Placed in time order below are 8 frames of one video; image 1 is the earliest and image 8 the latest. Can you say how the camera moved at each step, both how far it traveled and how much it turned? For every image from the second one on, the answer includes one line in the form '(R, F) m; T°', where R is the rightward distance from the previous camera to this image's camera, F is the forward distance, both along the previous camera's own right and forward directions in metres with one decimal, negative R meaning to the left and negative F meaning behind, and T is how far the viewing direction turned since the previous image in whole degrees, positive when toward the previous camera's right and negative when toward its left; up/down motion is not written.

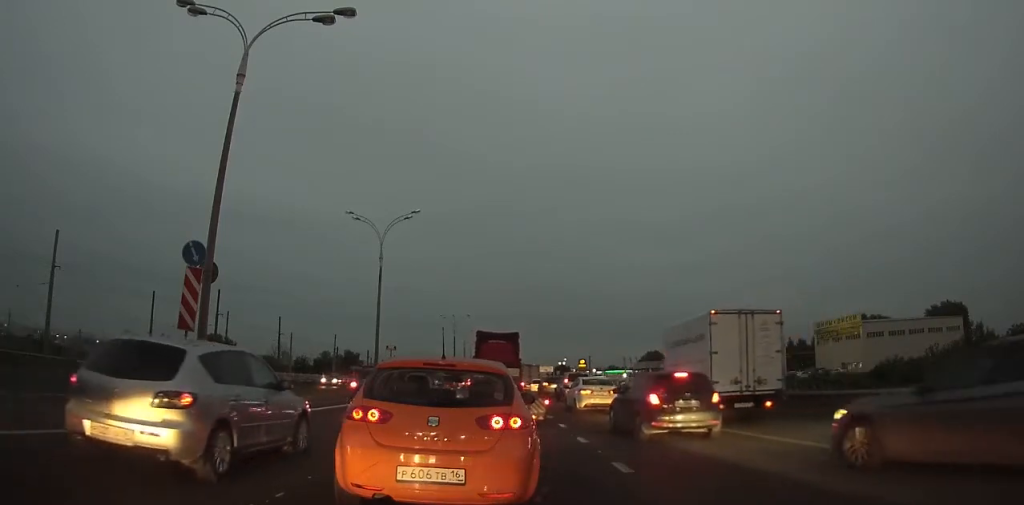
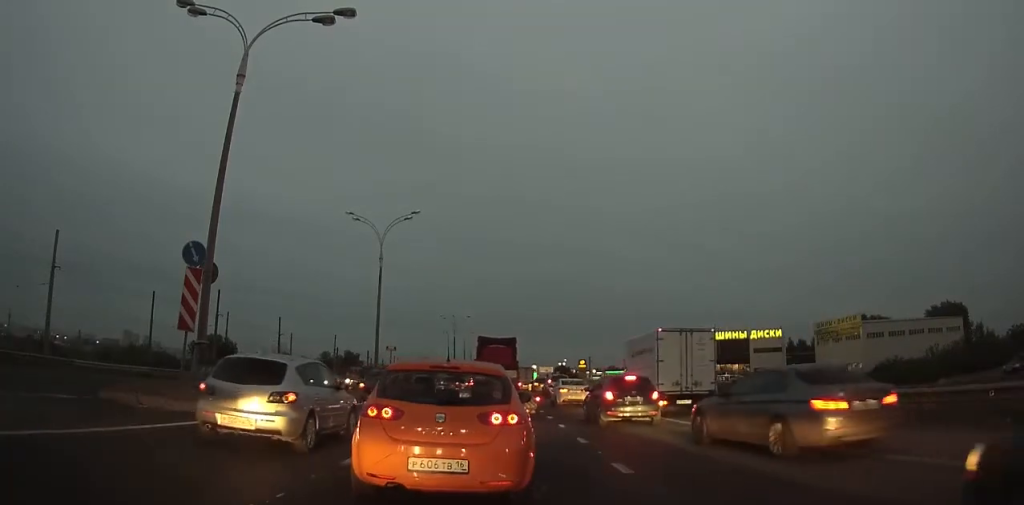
(0.0, +1.7) m; +1°
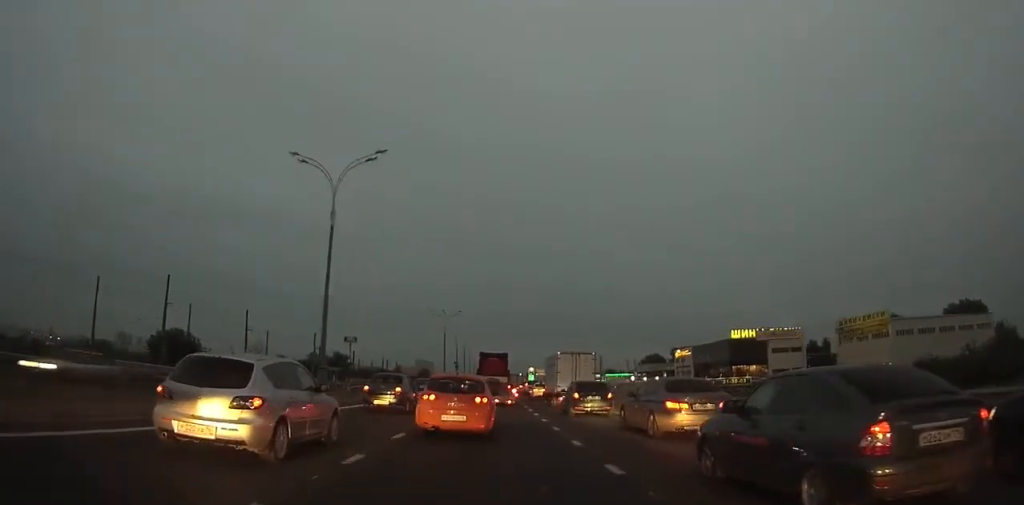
(+0.1, +11.1) m; +1°
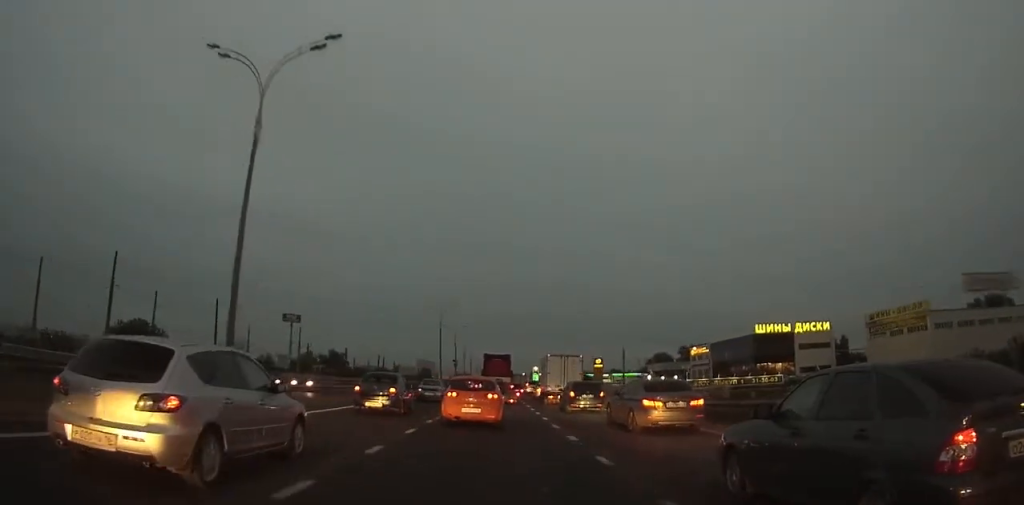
(0.0, +9.2) m; 0°
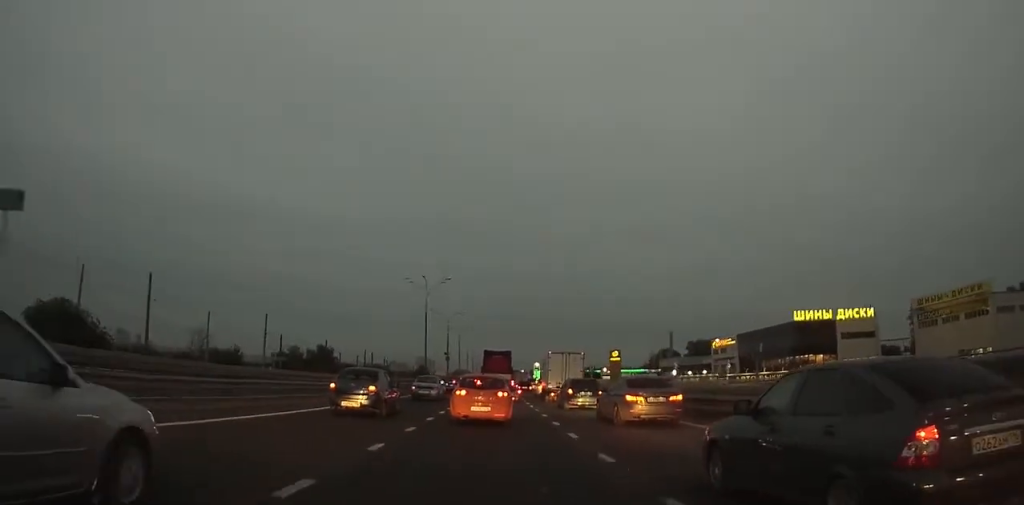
(0.0, +13.0) m; 0°
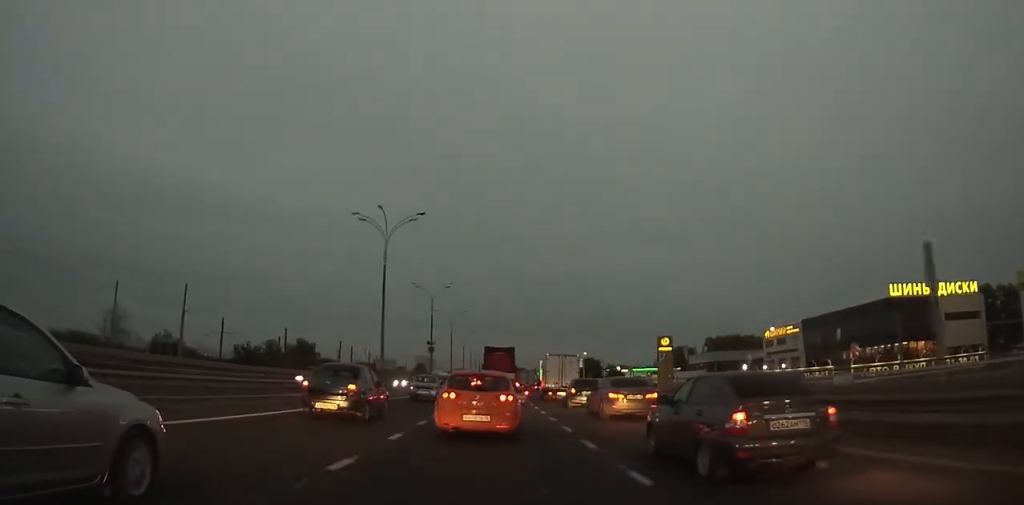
(+0.2, +24.2) m; +1°
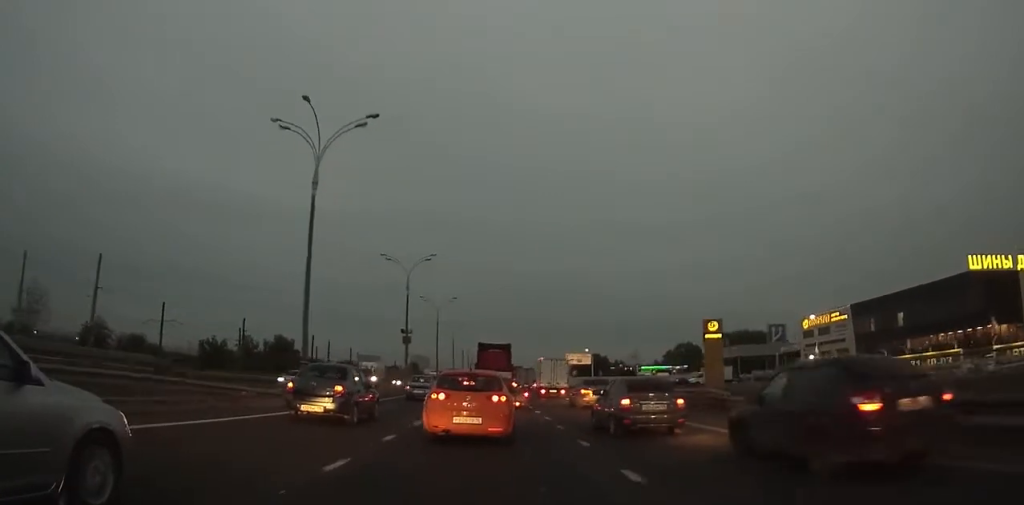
(0.0, +16.6) m; 0°
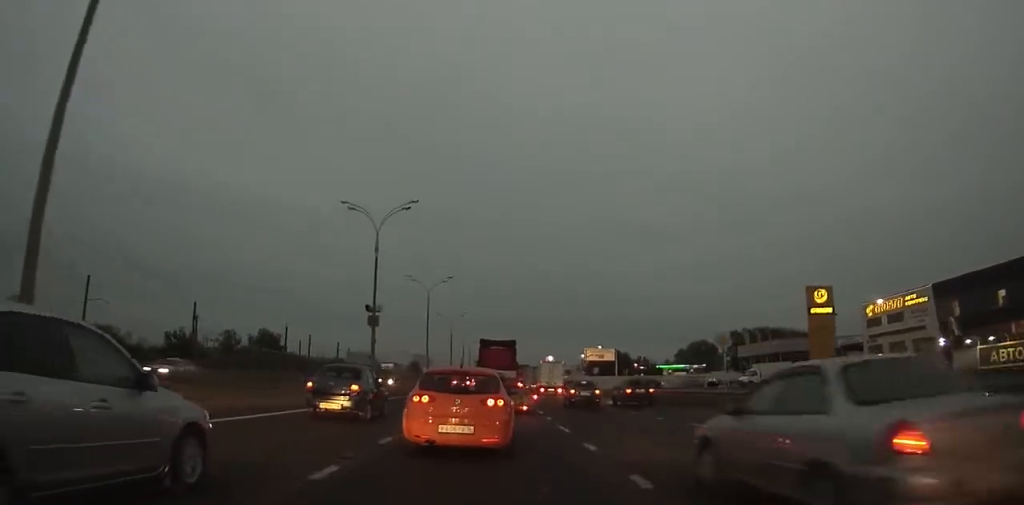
(0.0, +18.8) m; 0°
